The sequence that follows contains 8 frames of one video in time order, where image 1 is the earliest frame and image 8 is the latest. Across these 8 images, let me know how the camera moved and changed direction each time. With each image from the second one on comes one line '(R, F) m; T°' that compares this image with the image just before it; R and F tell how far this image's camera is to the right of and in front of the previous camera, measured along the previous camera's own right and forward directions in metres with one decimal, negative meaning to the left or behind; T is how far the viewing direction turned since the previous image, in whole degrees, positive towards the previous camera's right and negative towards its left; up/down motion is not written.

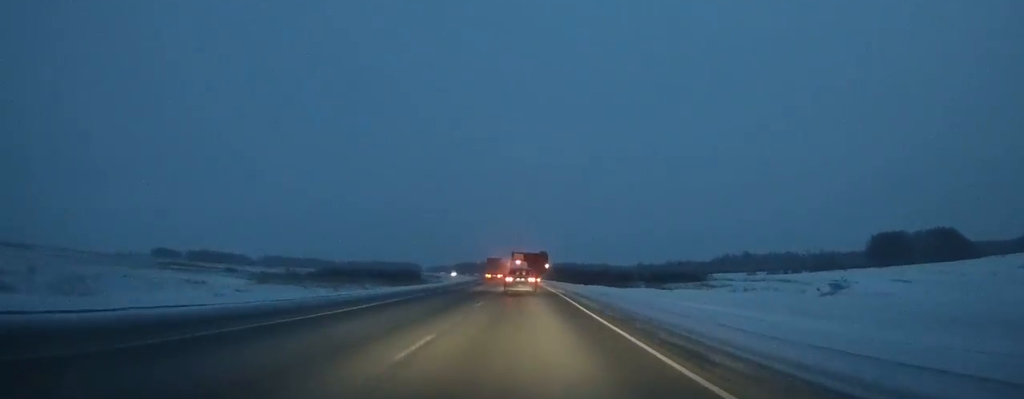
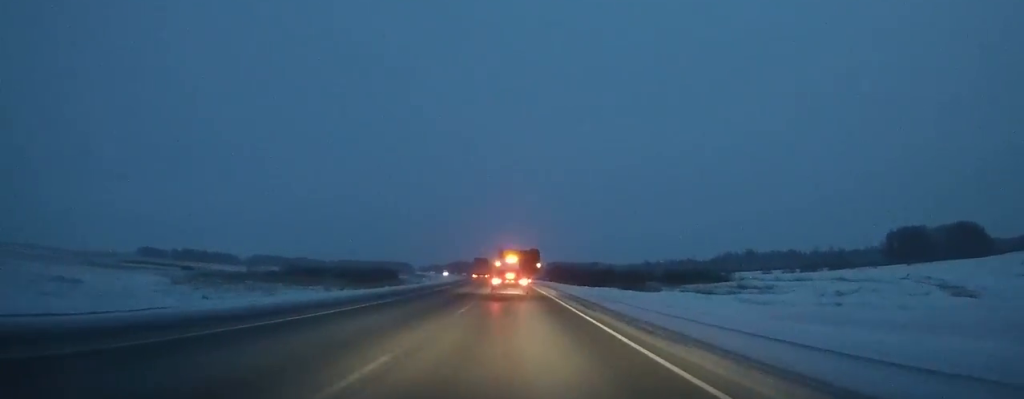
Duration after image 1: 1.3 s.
(0.0, +22.1) m; 0°
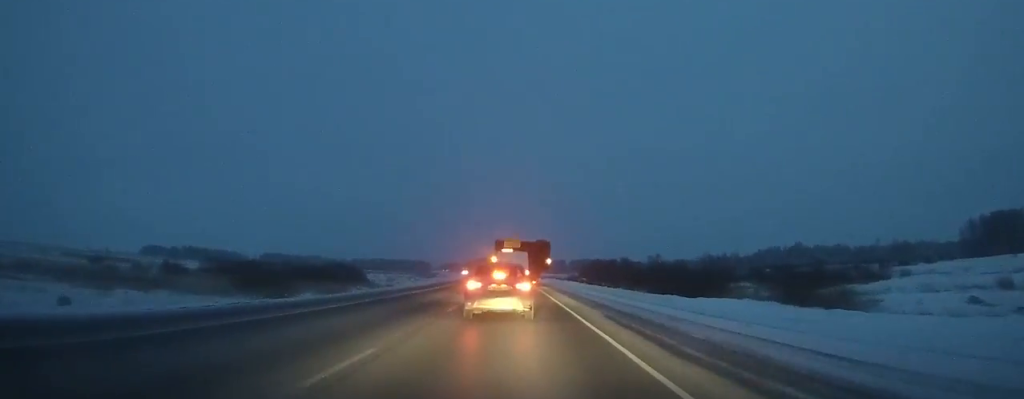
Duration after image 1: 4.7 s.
(-0.5, +51.0) m; -1°
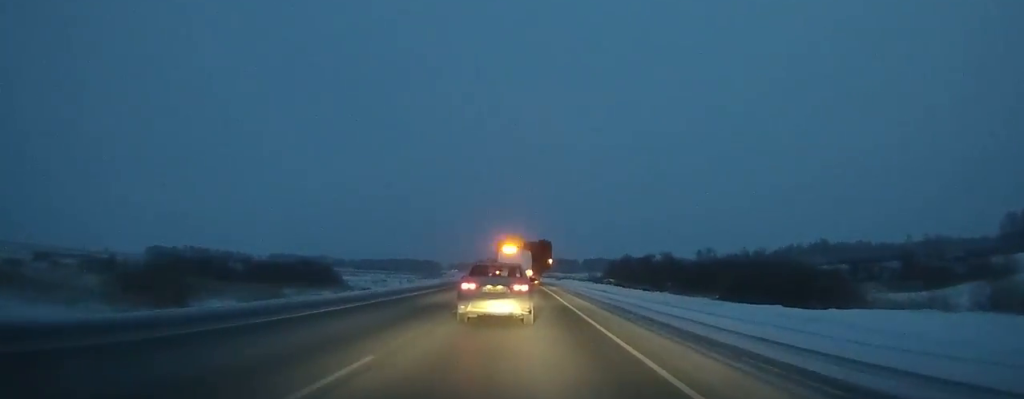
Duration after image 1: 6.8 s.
(-0.2, +25.7) m; -1°
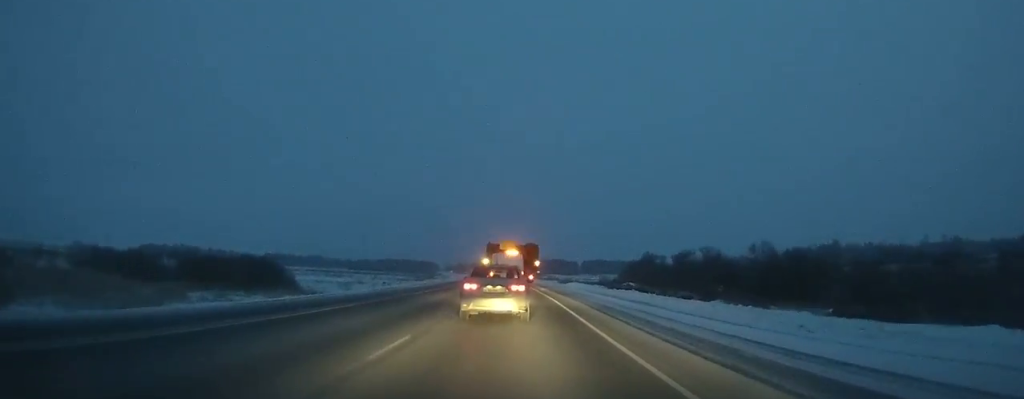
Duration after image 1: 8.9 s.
(-0.1, +22.9) m; -1°
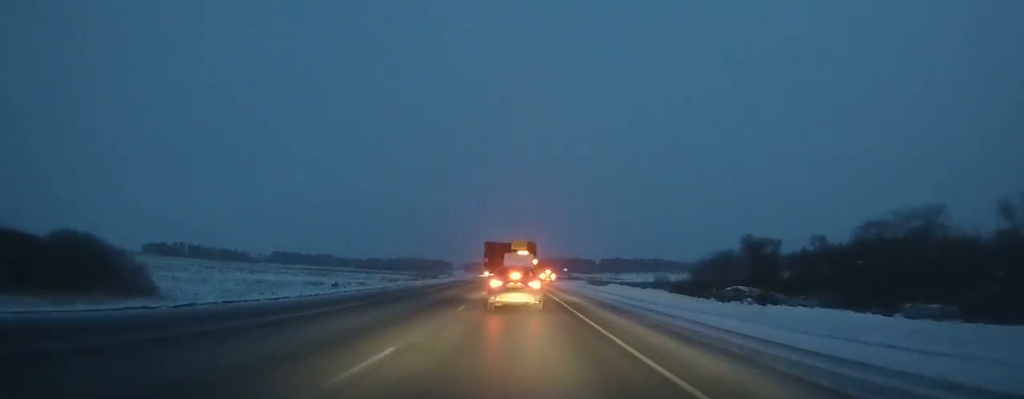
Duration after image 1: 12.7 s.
(-0.4, +35.8) m; -1°
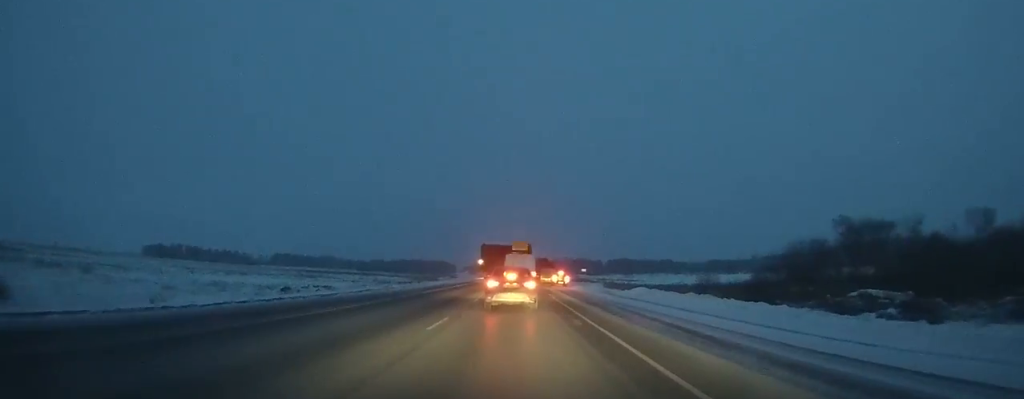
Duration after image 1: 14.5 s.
(0.0, +16.1) m; 0°
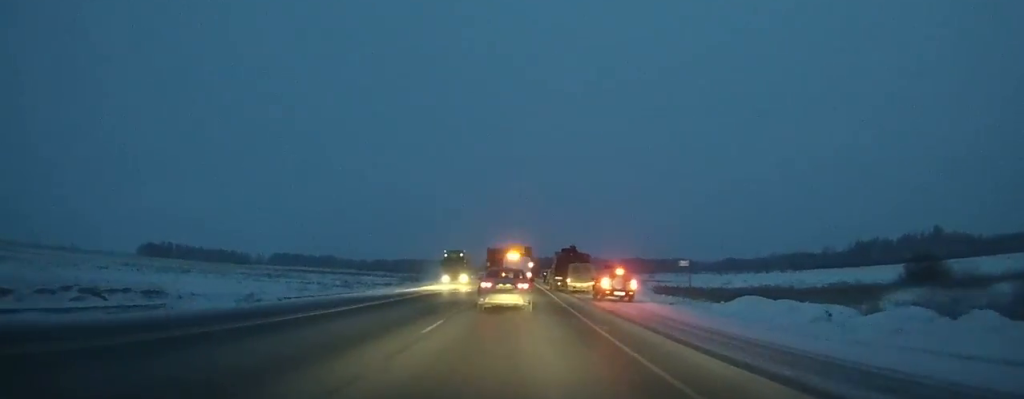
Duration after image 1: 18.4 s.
(-0.2, +34.8) m; -1°
